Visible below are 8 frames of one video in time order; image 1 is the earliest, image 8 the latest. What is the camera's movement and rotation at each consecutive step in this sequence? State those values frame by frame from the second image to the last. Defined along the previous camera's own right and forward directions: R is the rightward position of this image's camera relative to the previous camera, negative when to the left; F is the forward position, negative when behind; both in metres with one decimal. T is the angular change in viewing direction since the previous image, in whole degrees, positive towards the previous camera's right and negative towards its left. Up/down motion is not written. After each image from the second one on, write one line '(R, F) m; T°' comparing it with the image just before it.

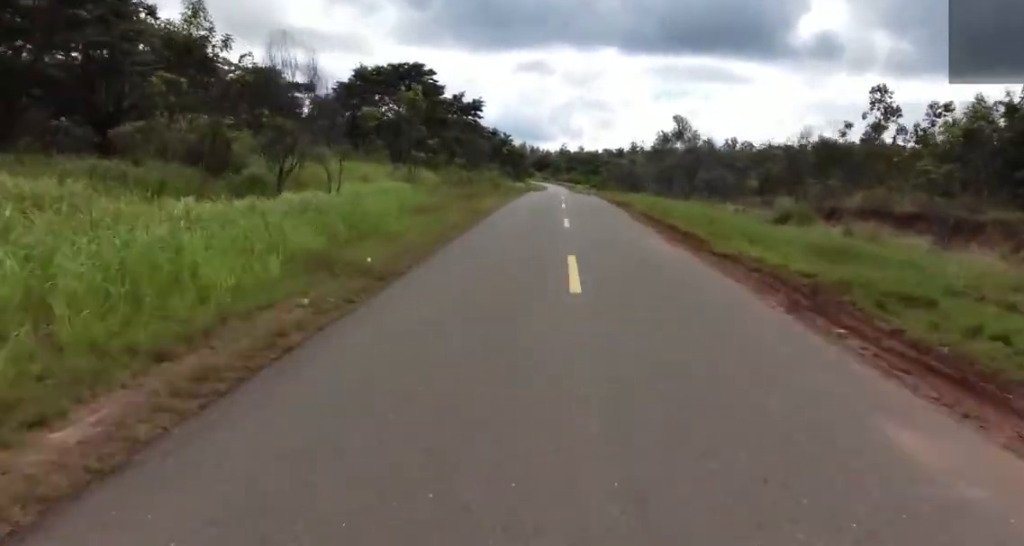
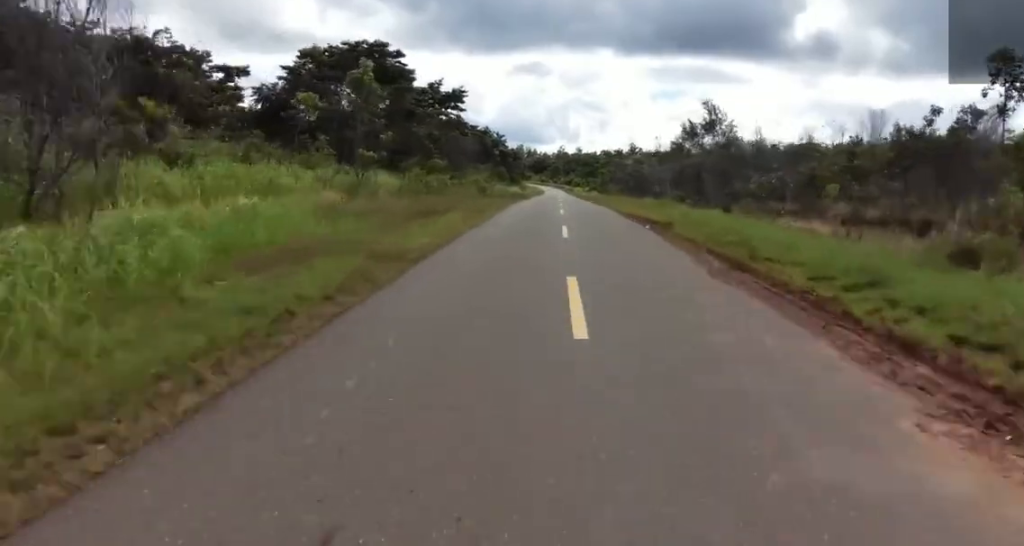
(-0.1, +10.1) m; +2°
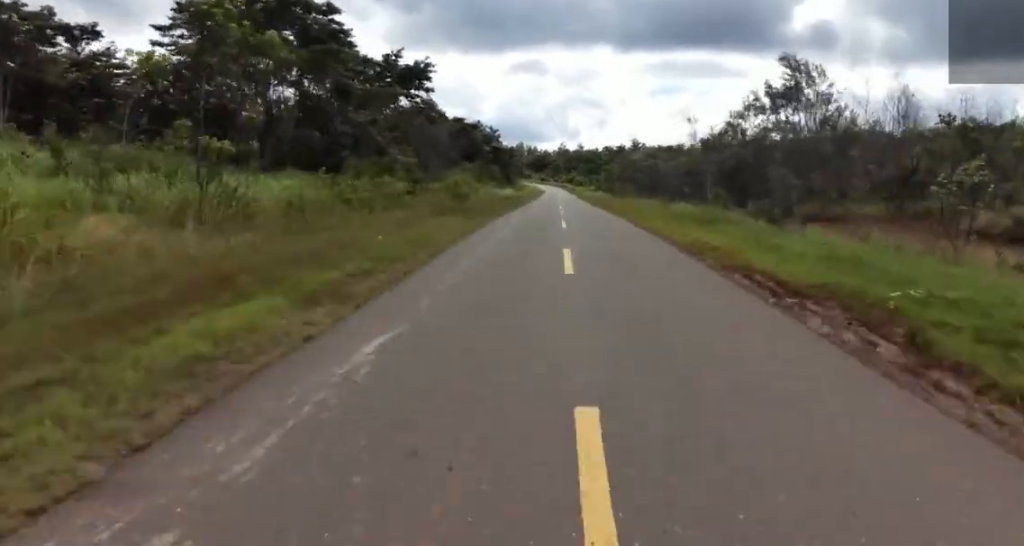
(-0.1, +12.4) m; +2°
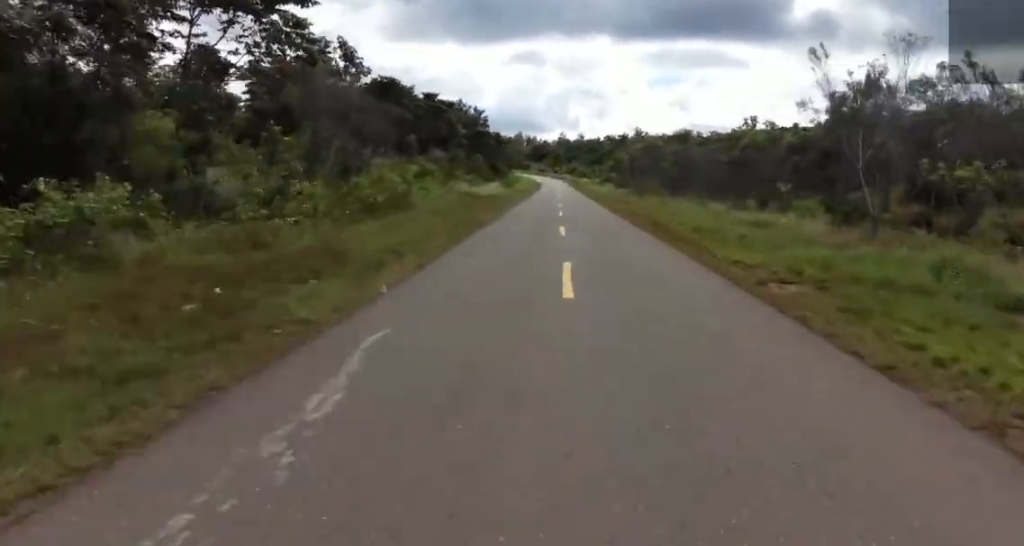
(+1.1, +18.8) m; 0°
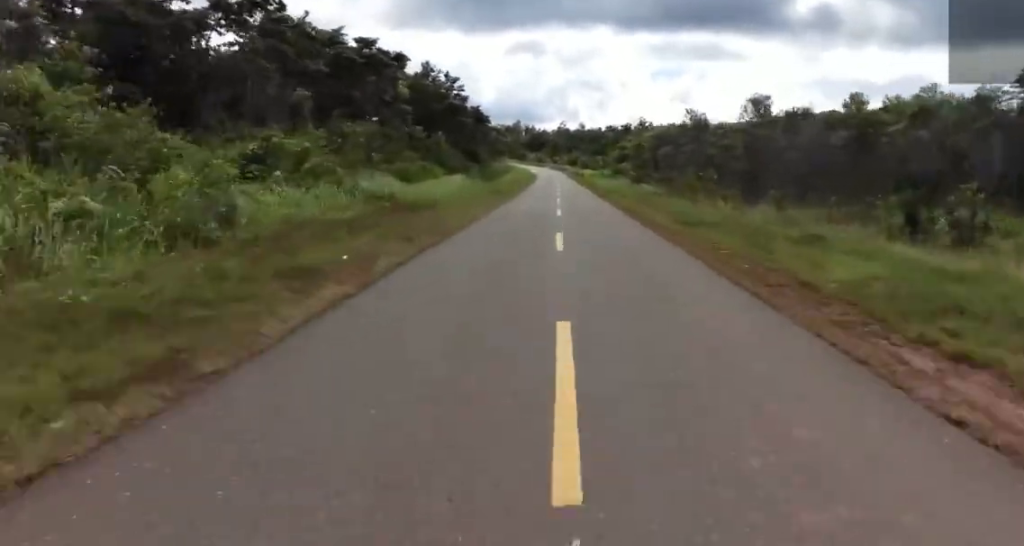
(-1.0, +21.9) m; -3°
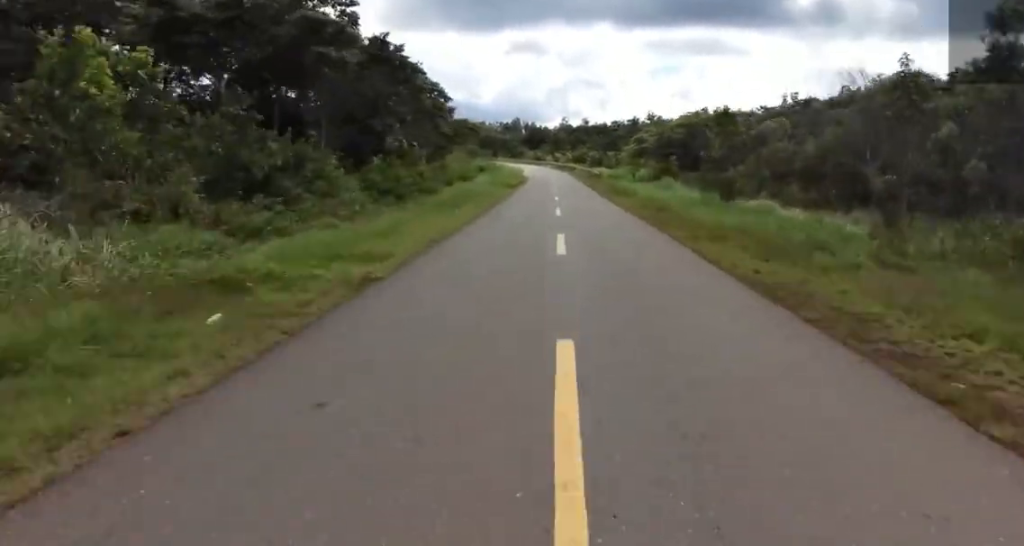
(-0.4, +33.0) m; -1°
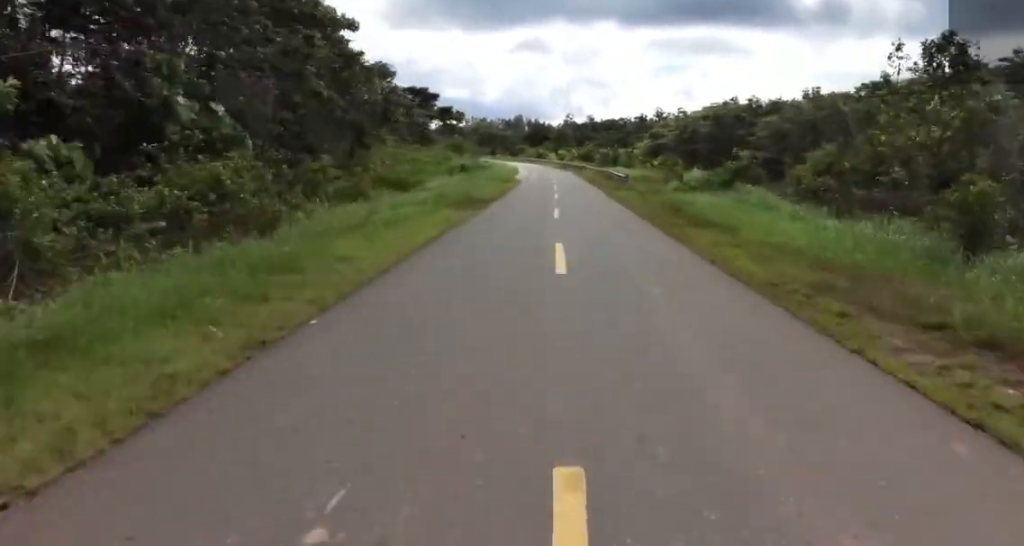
(0.0, +18.5) m; 0°
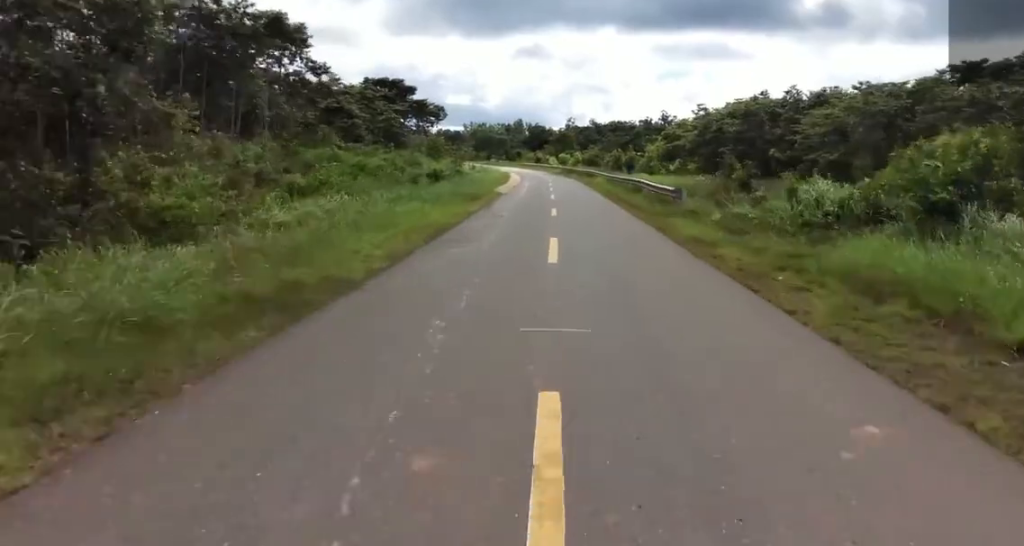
(0.0, +15.8) m; 0°
